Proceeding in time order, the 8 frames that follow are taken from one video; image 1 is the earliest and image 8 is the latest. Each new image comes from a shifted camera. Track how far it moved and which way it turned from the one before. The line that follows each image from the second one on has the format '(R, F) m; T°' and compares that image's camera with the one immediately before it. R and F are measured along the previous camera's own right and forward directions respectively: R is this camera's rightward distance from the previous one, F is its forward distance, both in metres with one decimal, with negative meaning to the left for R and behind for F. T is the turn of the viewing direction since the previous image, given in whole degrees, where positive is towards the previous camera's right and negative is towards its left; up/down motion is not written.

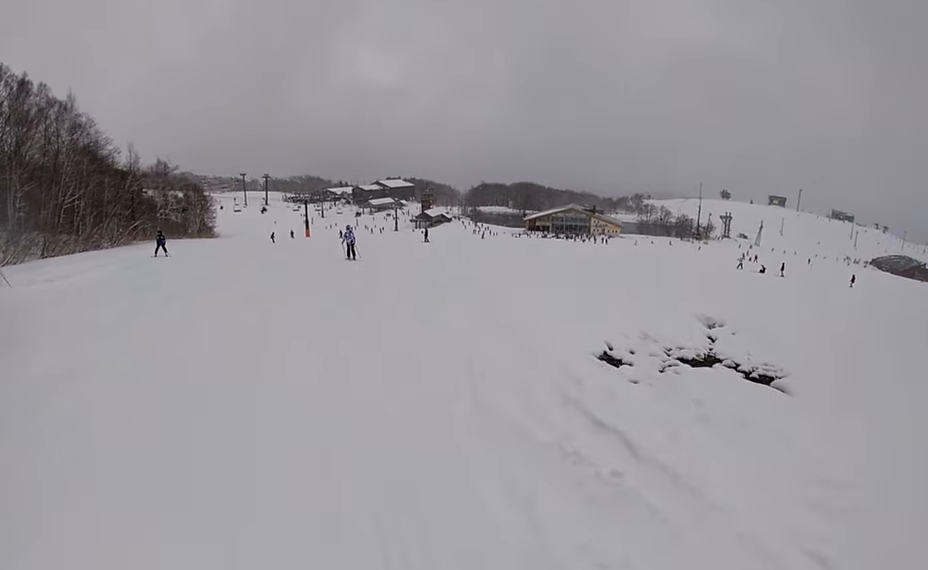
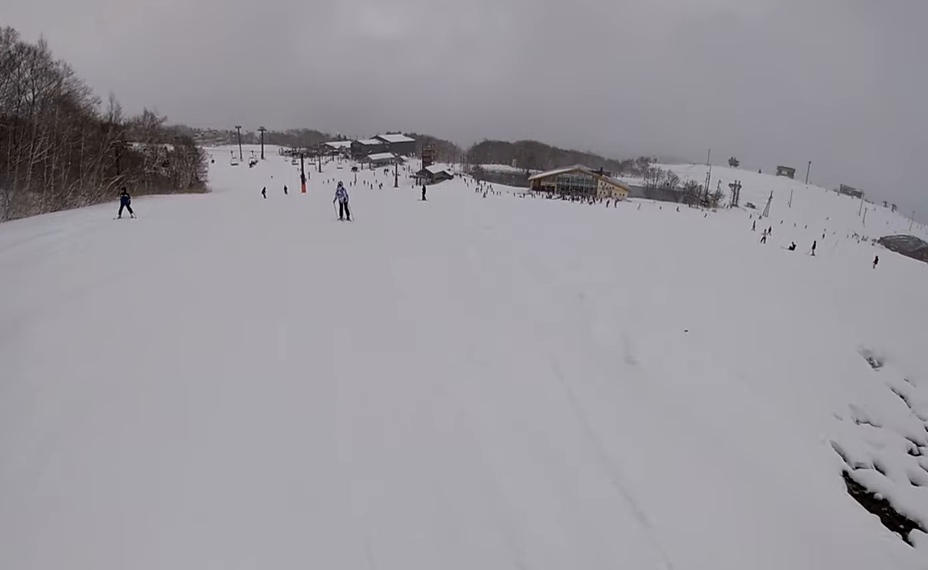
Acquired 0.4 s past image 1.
(+0.1, +4.0) m; -2°
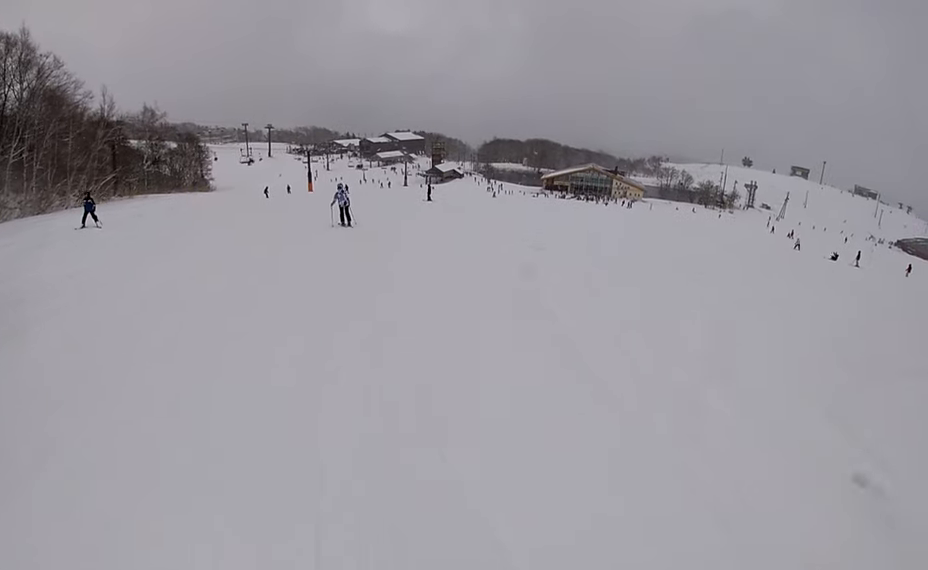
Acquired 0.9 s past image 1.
(-0.6, +4.3) m; -4°
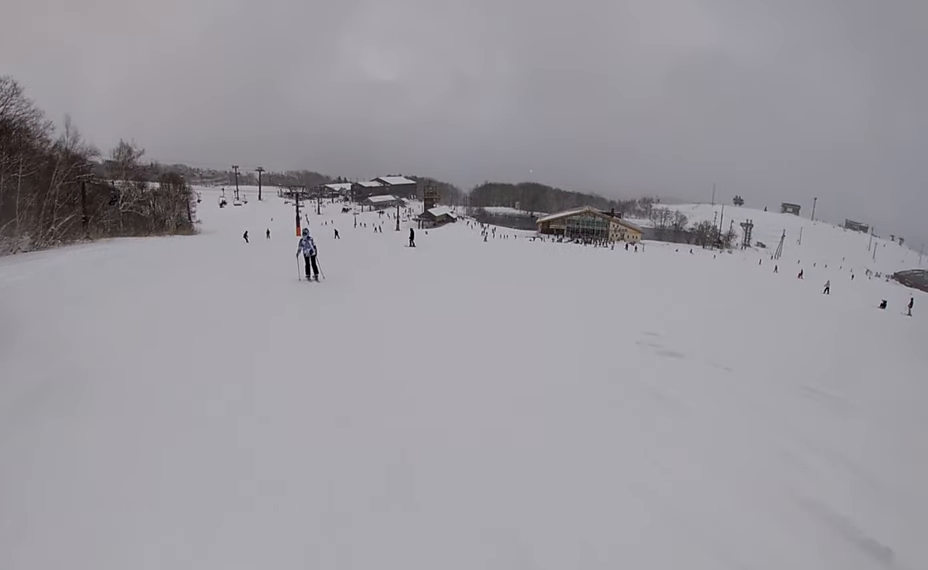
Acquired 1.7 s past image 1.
(-0.3, +7.4) m; +1°
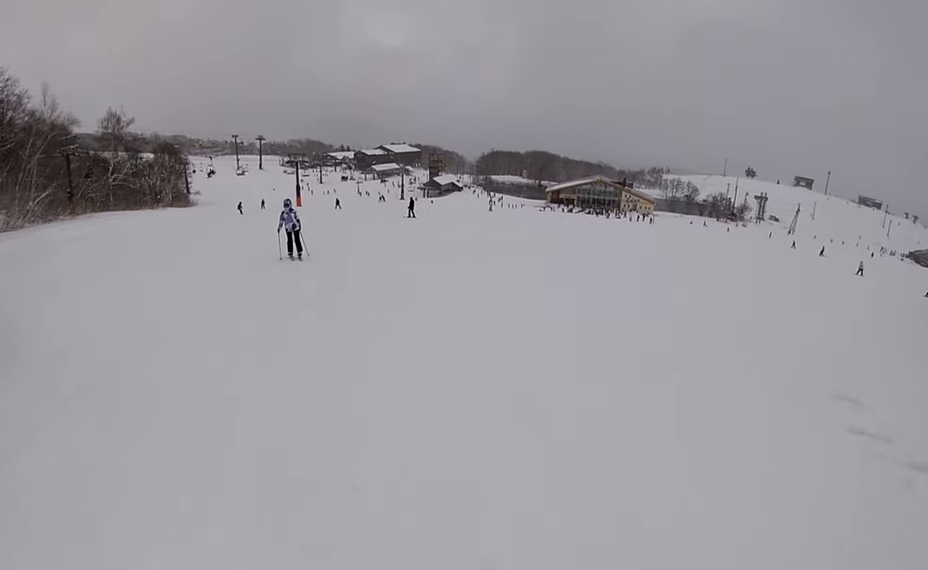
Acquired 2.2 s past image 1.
(-0.2, +4.3) m; +4°
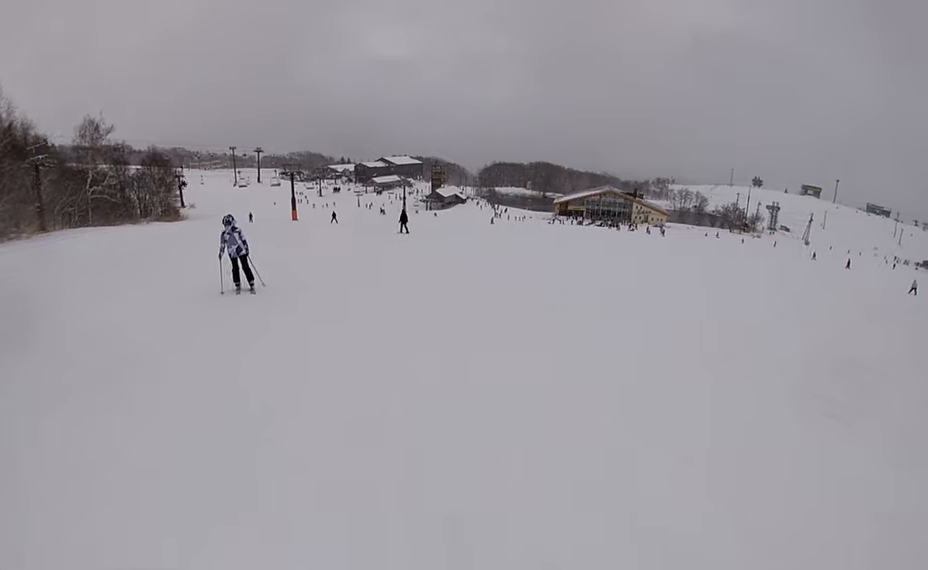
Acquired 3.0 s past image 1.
(+0.9, +7.4) m; +1°
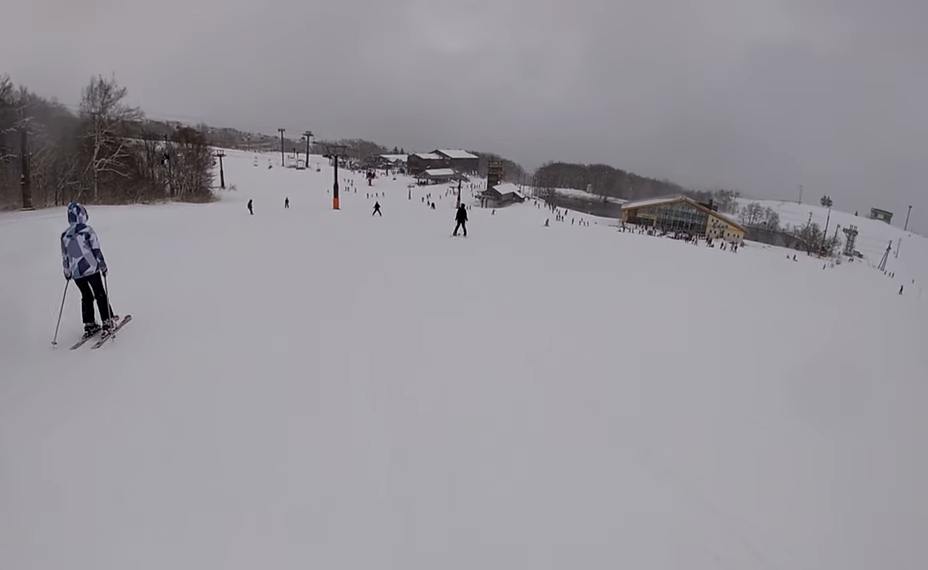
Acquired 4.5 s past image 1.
(-1.3, +13.0) m; -10°
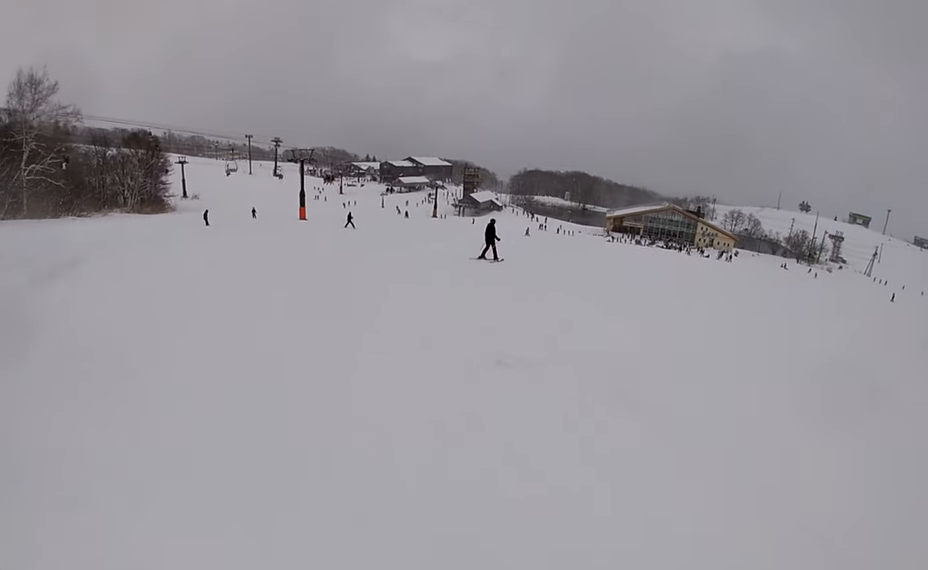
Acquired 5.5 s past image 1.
(-0.3, +9.0) m; -2°
